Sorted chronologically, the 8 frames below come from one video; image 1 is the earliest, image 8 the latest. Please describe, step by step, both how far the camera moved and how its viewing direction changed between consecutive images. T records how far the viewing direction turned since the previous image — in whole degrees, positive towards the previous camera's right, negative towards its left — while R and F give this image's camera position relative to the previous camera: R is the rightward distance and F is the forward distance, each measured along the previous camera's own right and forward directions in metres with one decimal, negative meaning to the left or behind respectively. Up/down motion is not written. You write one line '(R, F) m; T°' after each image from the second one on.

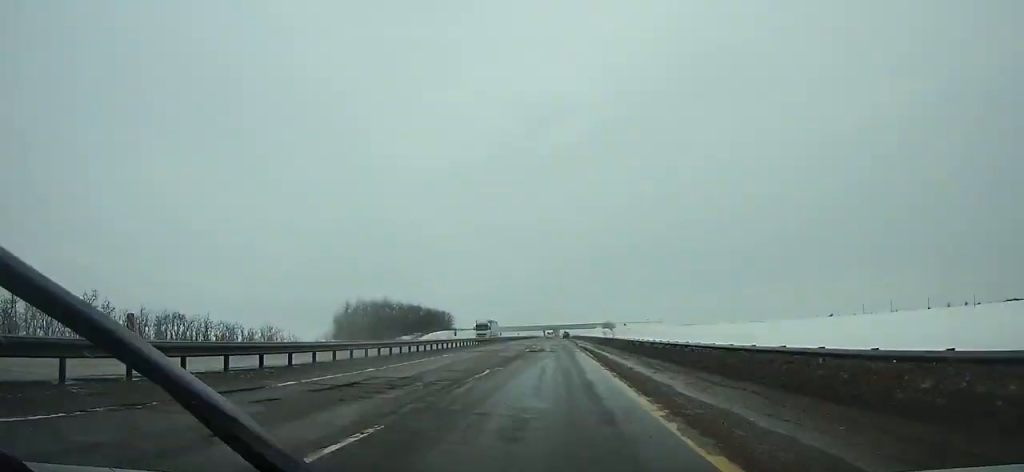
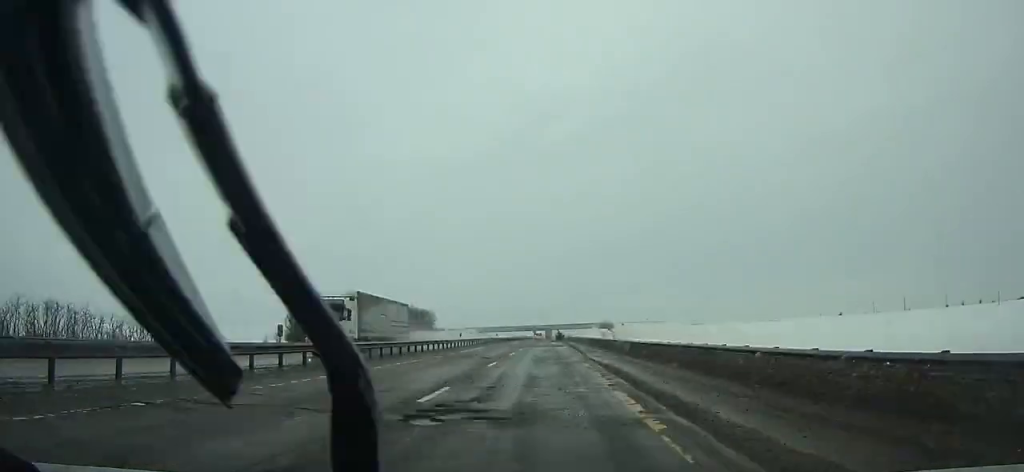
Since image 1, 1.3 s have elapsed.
(+0.2, +30.6) m; -1°
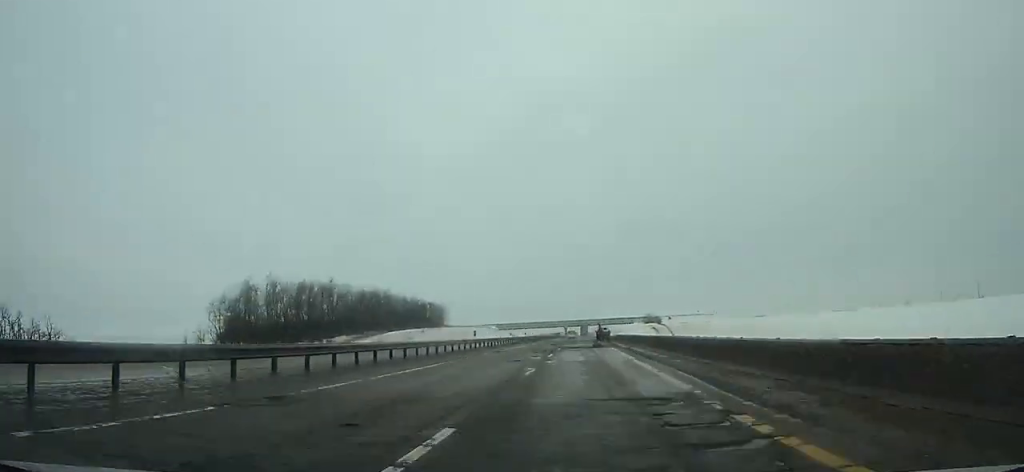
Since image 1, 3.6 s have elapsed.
(-0.8, +53.5) m; 0°
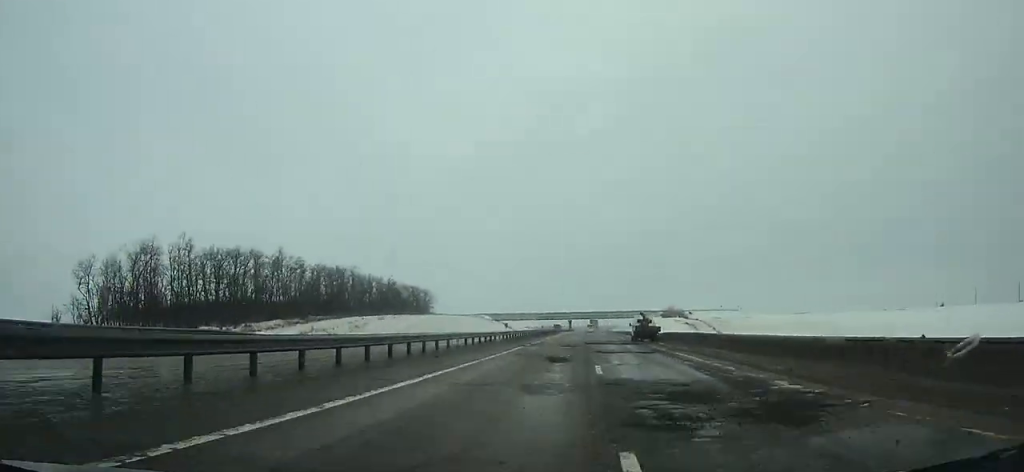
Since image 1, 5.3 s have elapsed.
(-0.5, +39.2) m; 0°
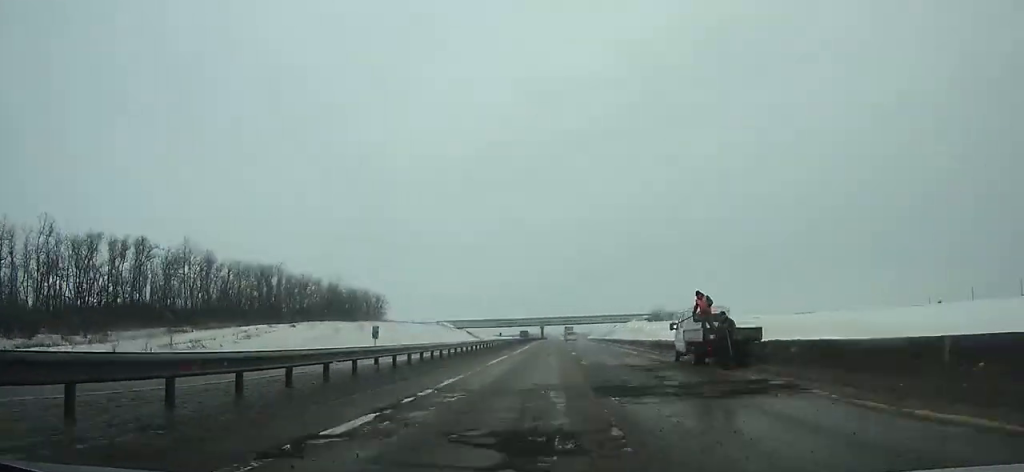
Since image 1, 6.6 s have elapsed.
(+0.7, +29.8) m; +1°
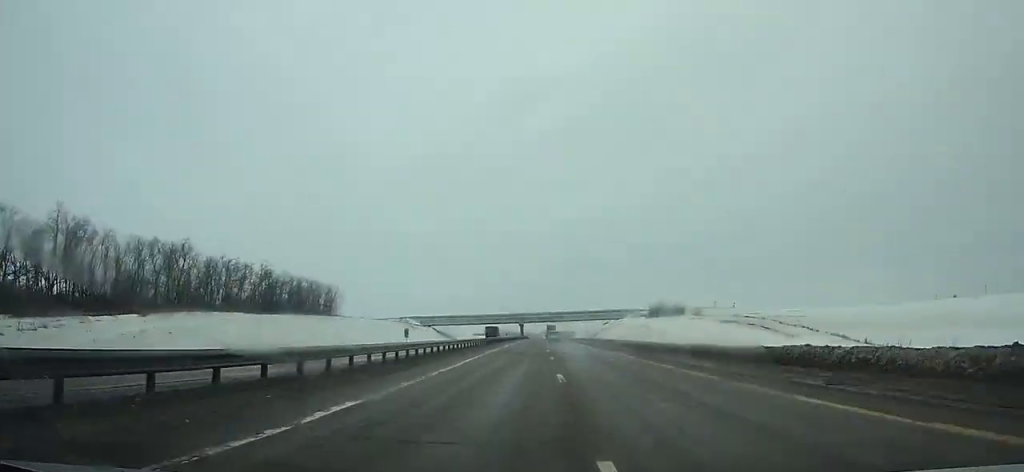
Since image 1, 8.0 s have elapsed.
(+0.3, +32.0) m; +1°
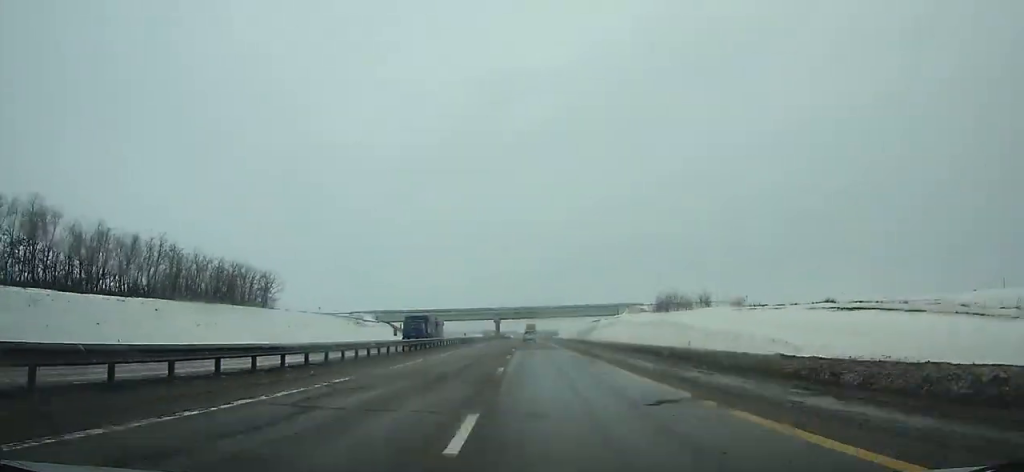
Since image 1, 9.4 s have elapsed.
(+0.3, +32.0) m; 0°
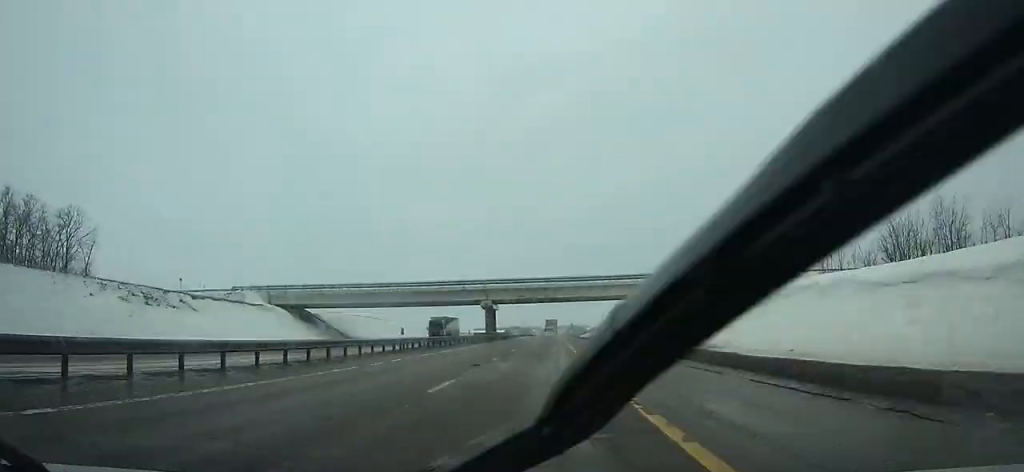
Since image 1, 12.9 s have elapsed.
(-0.4, +80.0) m; -1°
